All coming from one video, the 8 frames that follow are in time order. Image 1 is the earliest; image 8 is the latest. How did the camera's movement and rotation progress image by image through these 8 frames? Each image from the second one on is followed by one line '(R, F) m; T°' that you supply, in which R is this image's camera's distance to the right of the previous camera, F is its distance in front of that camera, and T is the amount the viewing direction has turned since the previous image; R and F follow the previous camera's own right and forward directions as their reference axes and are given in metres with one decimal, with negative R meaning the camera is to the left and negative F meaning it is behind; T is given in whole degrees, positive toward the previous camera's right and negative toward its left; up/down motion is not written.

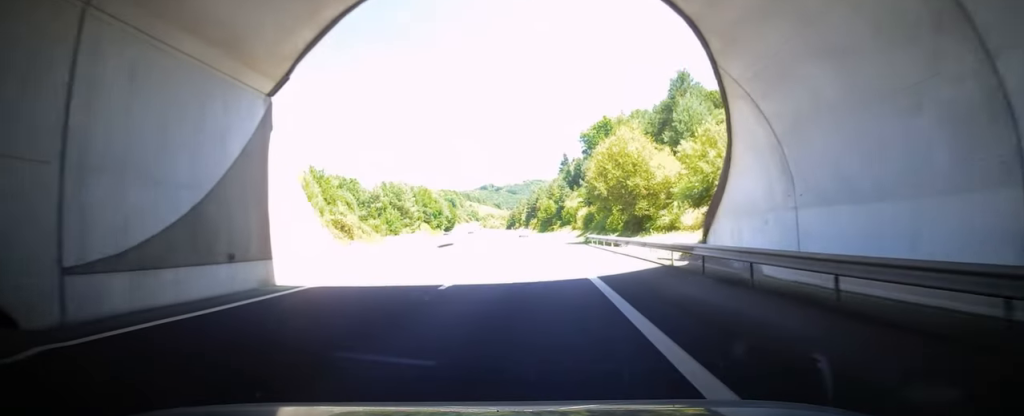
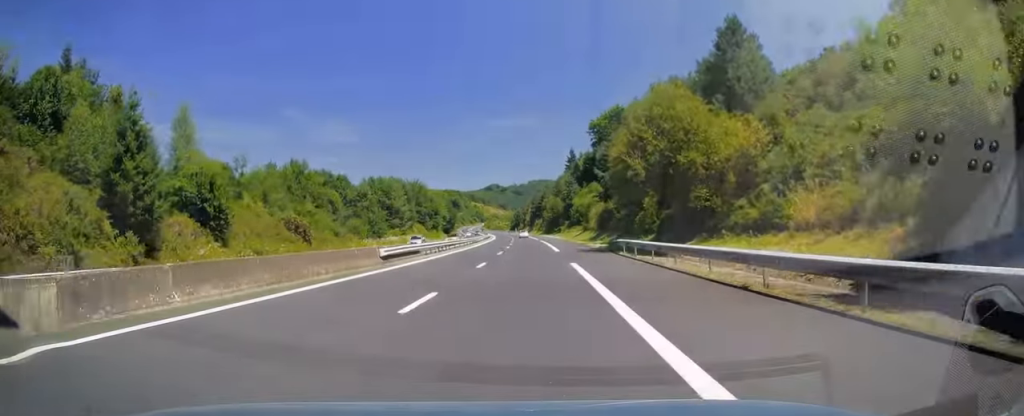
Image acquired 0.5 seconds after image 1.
(-0.1, +16.9) m; 0°
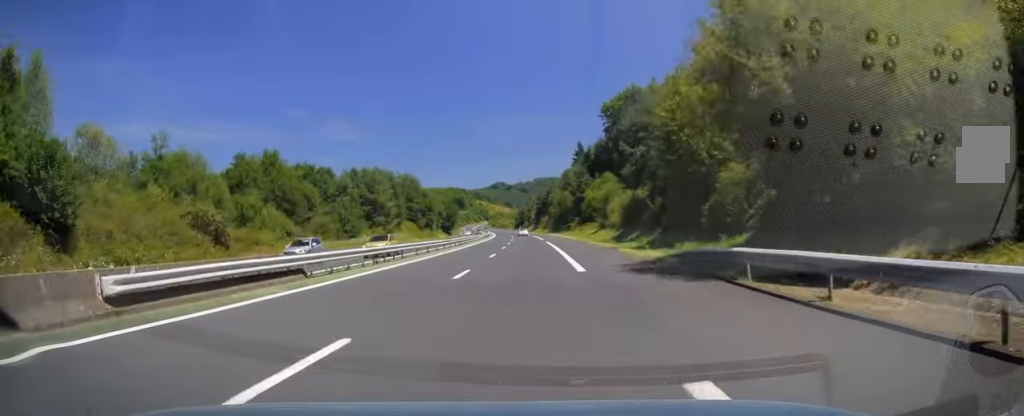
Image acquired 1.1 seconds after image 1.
(-0.2, +19.2) m; -1°
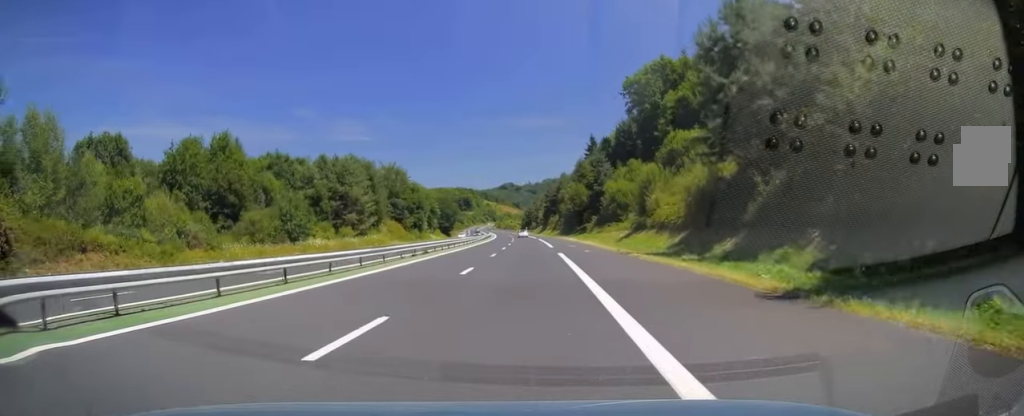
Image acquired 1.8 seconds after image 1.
(-0.1, +24.3) m; -1°
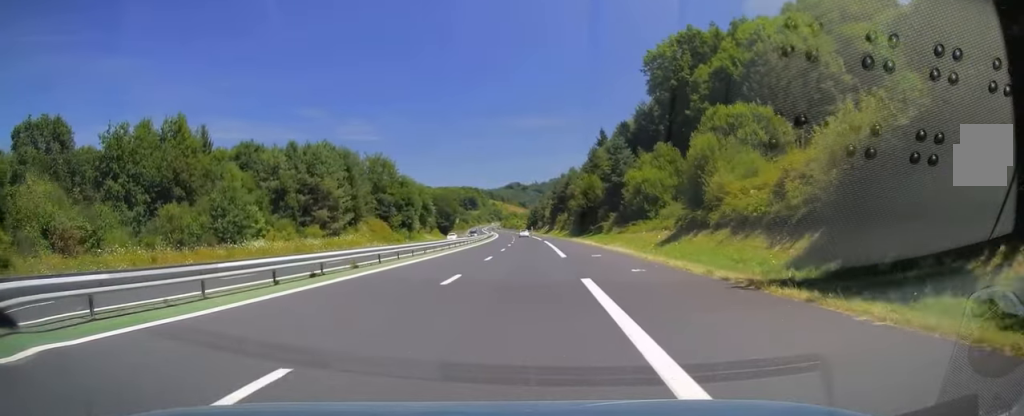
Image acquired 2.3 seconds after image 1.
(+0.1, +16.9) m; -1°
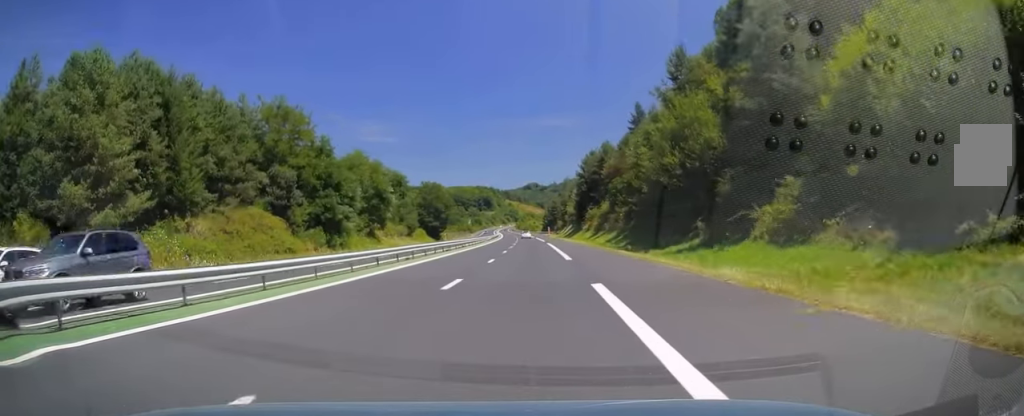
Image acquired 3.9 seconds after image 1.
(-1.4, +53.1) m; -3°
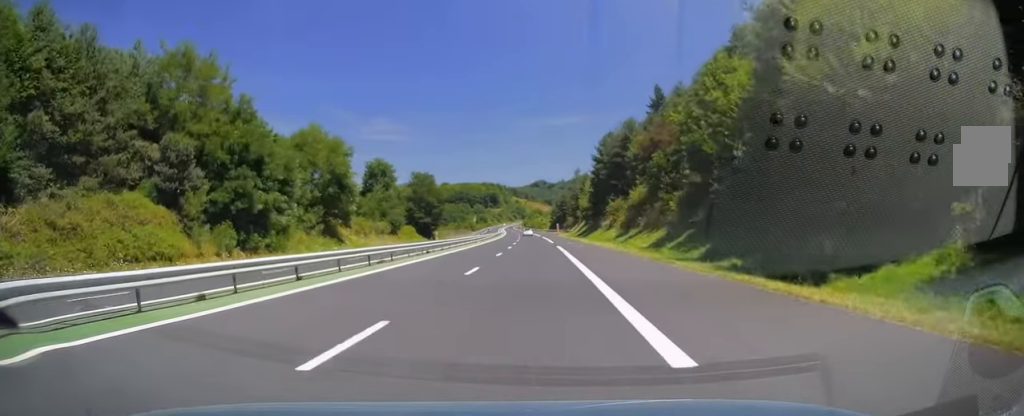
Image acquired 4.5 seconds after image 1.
(-0.2, +21.8) m; -1°
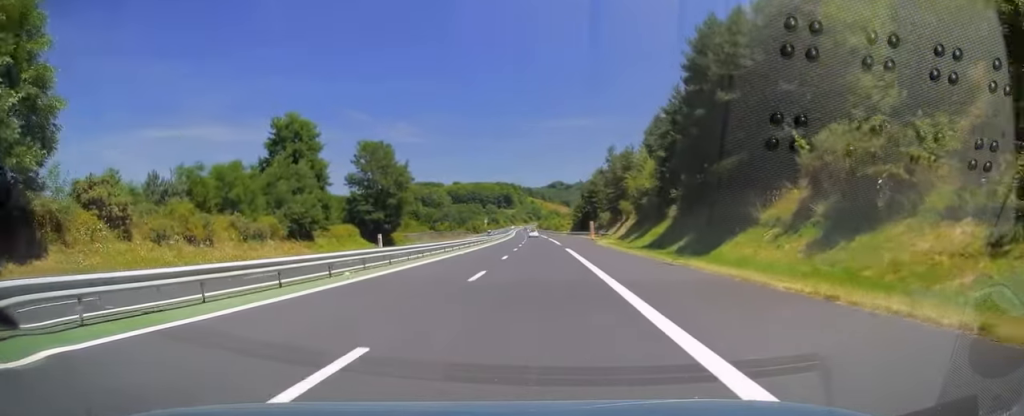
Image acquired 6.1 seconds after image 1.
(-0.7, +54.2) m; -1°
